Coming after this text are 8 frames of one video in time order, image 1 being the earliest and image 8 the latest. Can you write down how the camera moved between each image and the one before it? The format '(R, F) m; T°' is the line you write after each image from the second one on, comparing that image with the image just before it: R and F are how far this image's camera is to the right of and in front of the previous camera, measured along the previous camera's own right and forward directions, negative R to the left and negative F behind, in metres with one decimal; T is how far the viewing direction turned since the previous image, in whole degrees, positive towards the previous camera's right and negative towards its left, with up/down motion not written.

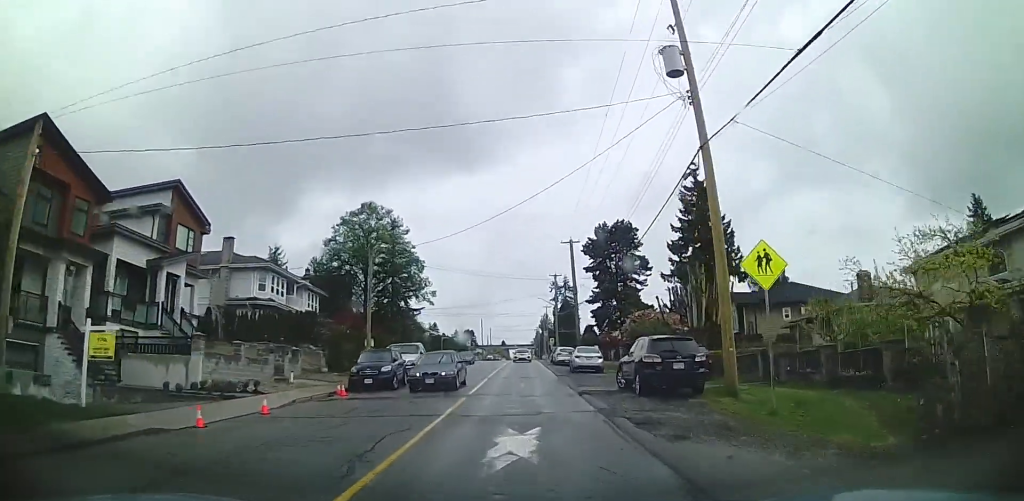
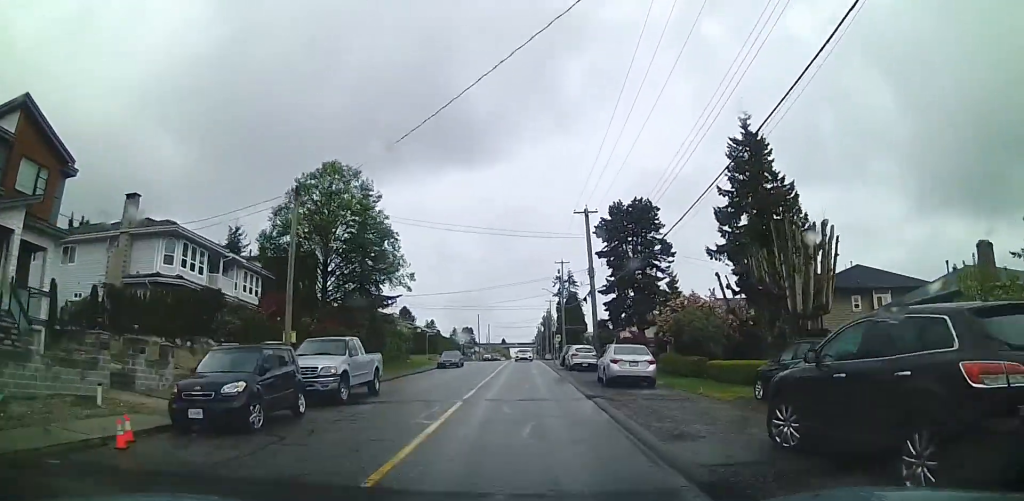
(-0.1, +10.7) m; -3°
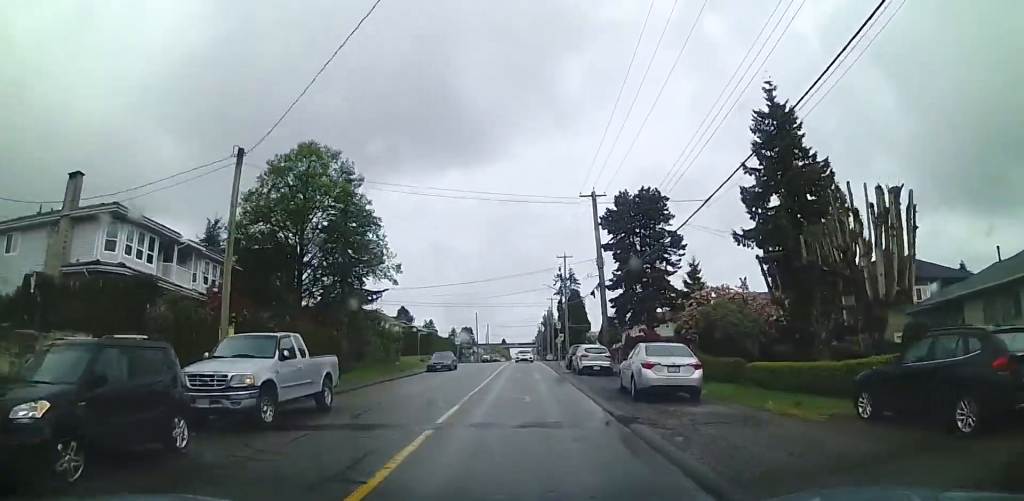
(+0.1, +4.5) m; -2°
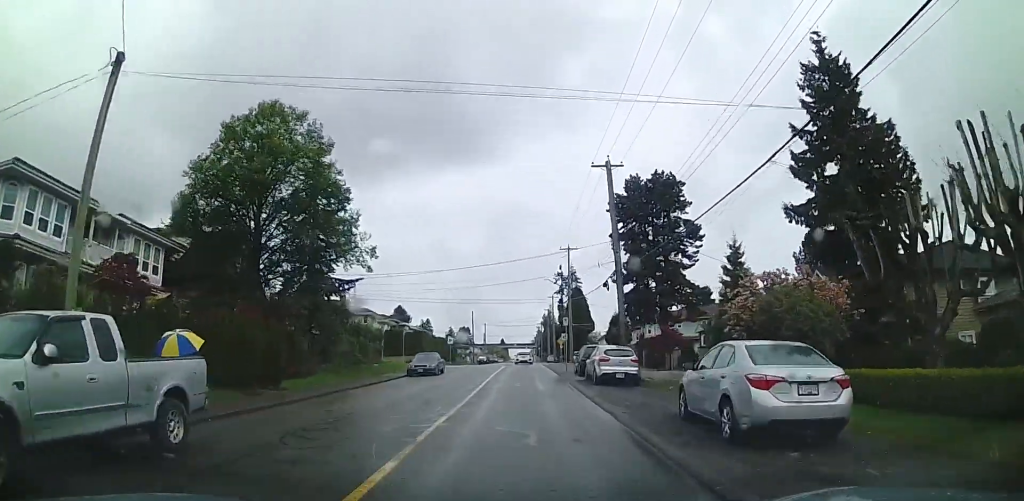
(-0.3, +6.2) m; -1°
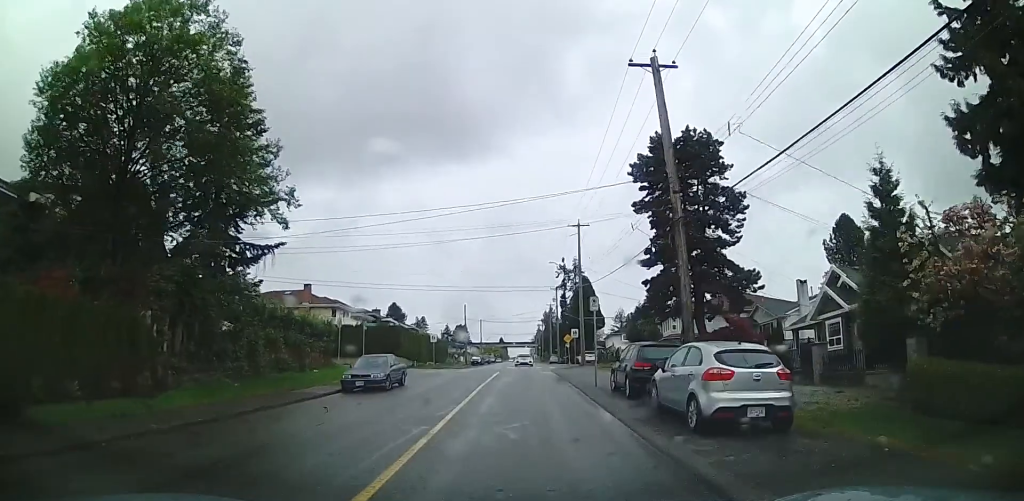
(-0.1, +11.1) m; 0°
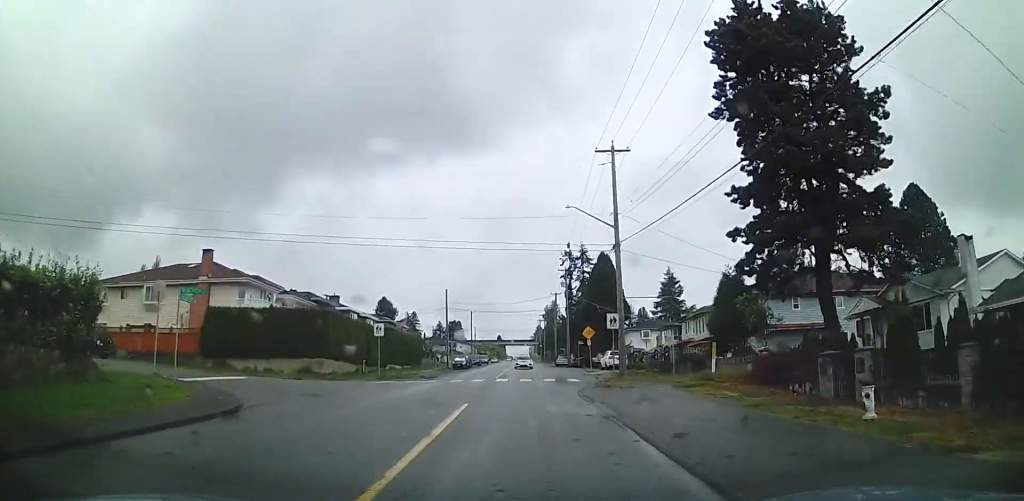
(+0.2, +18.7) m; -1°
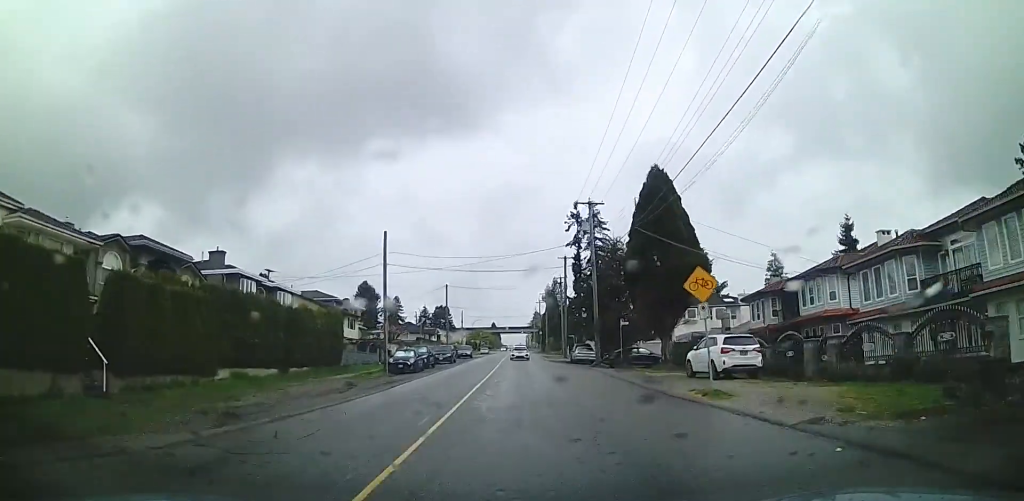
(0.0, +26.0) m; 0°
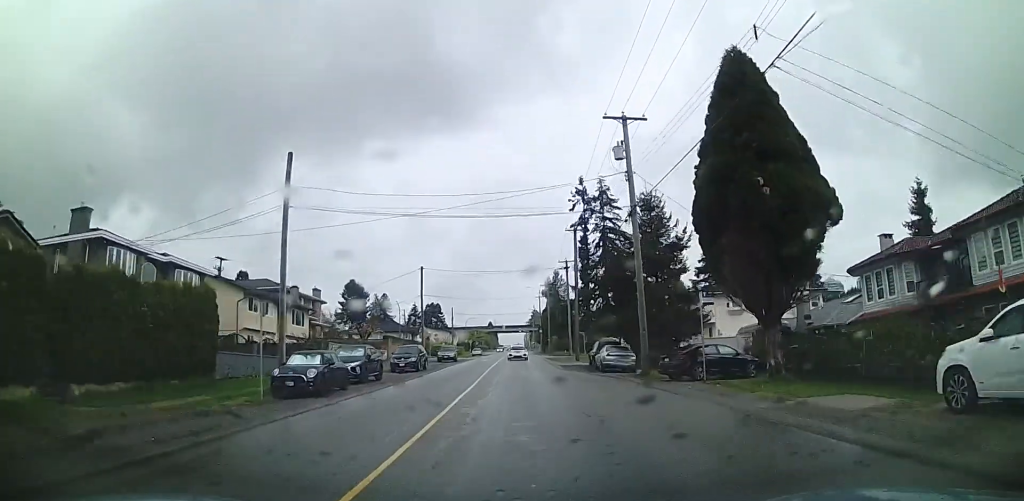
(-0.3, +14.8) m; 0°
